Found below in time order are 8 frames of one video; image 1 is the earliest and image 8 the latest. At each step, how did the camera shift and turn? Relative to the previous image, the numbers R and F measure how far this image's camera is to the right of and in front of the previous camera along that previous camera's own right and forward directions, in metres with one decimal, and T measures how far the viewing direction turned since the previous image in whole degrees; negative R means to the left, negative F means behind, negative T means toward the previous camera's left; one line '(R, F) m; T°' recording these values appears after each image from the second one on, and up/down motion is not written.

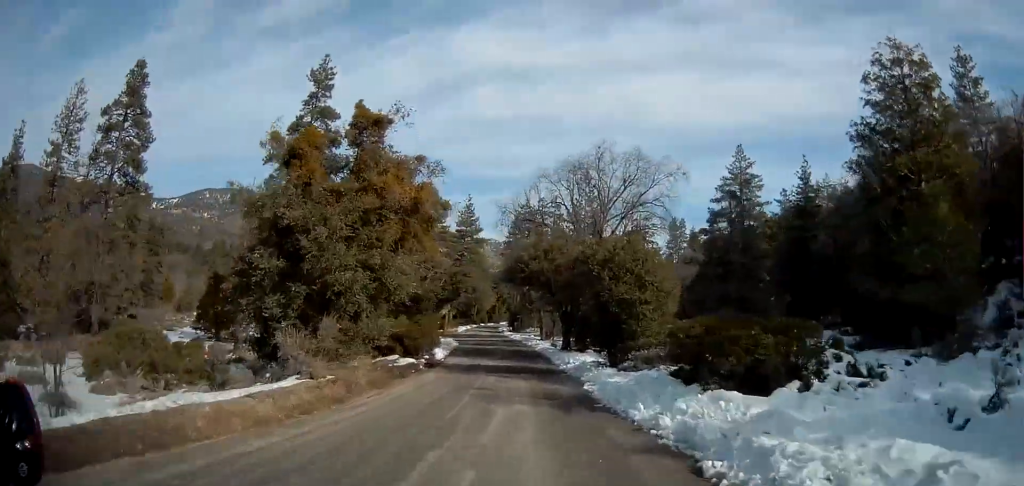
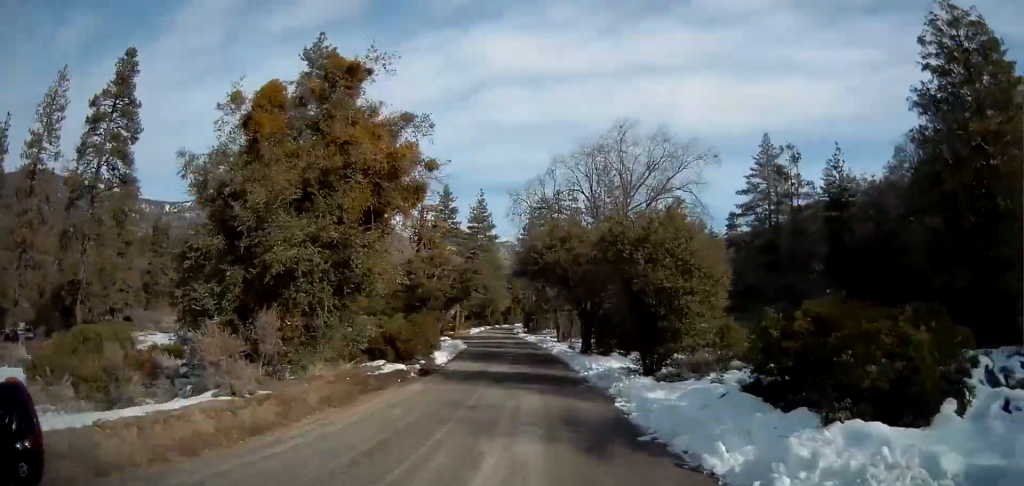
(-0.1, +5.0) m; -1°
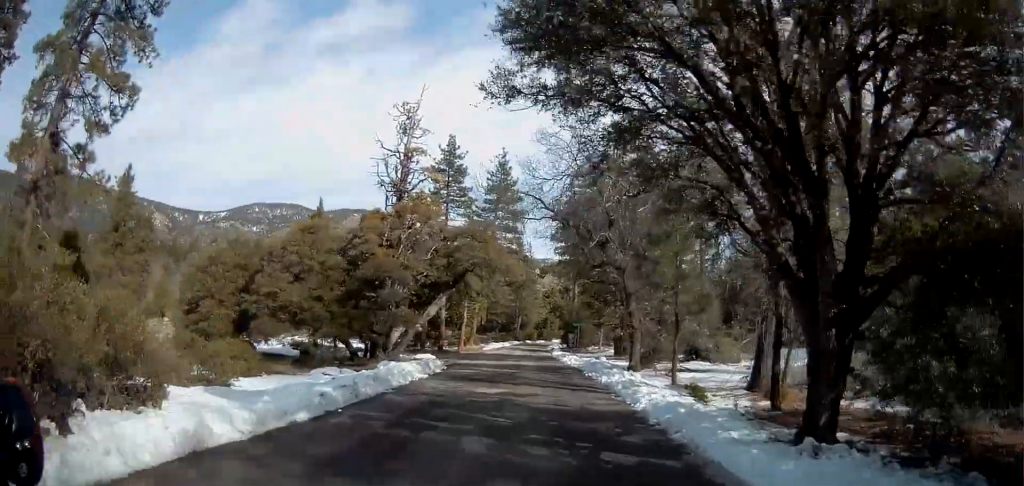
(-1.4, +30.9) m; -4°
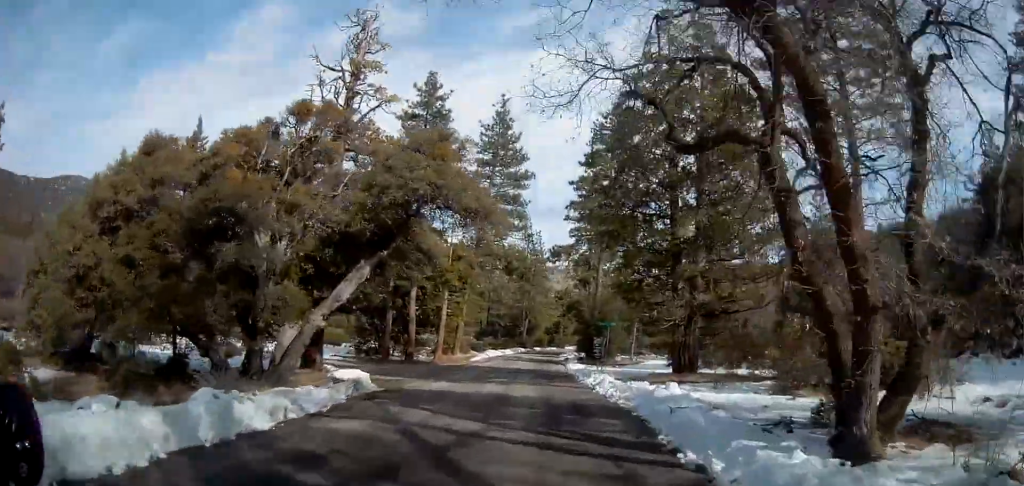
(-0.2, +19.1) m; -2°
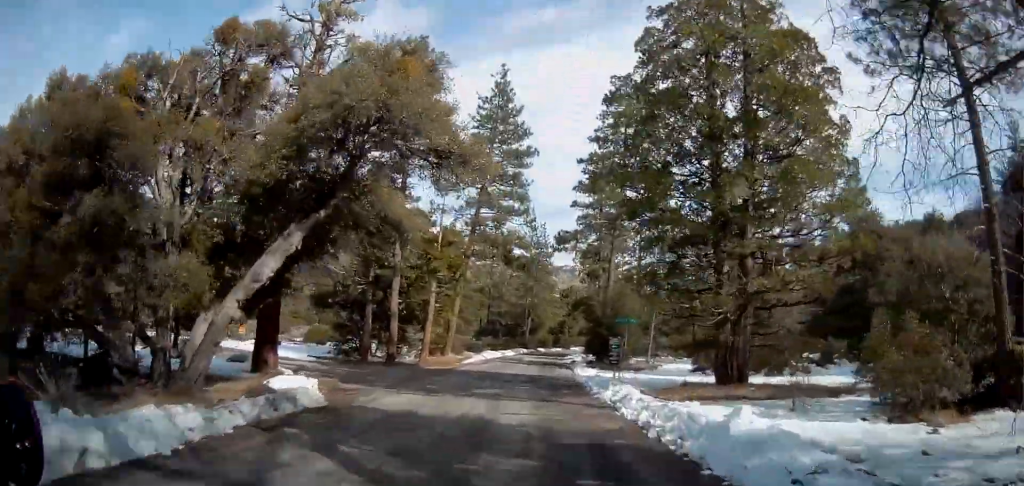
(0.0, +6.8) m; -1°
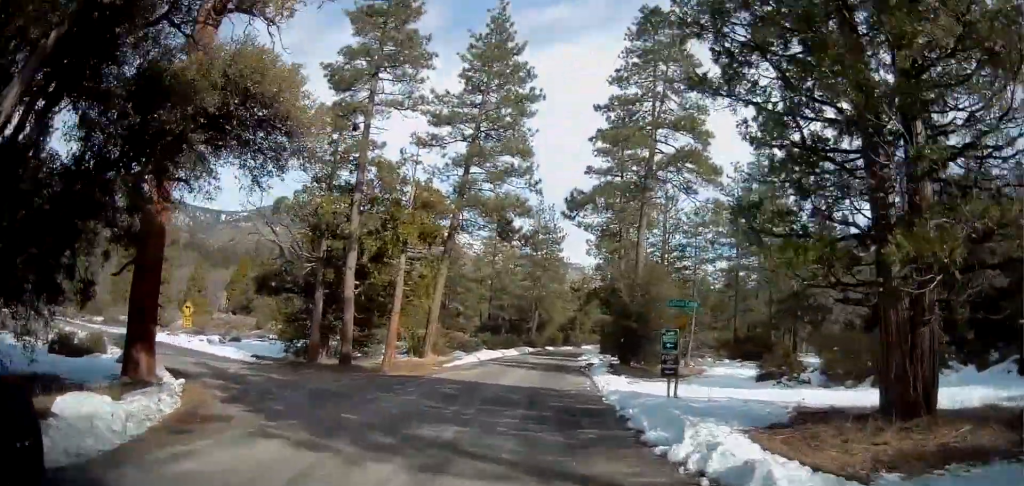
(-0.3, +10.7) m; +1°
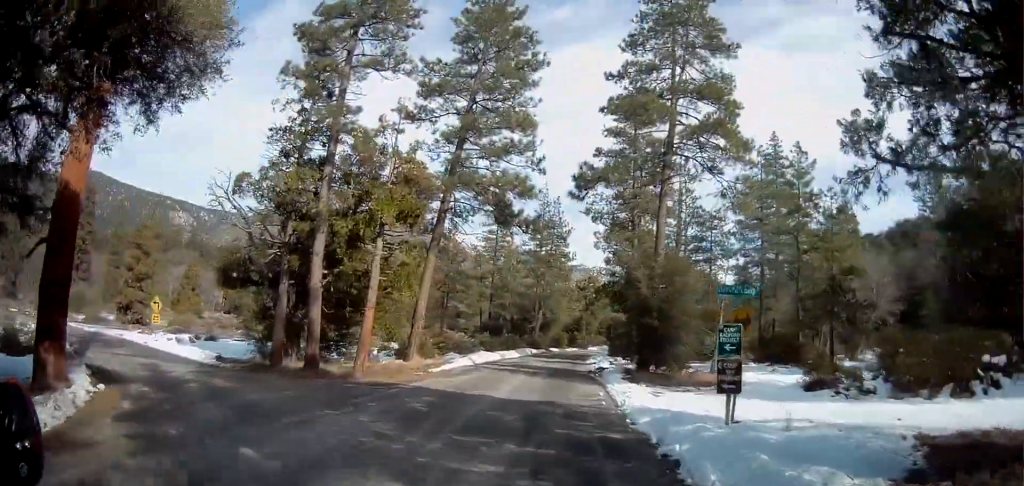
(+0.2, +5.0) m; +1°
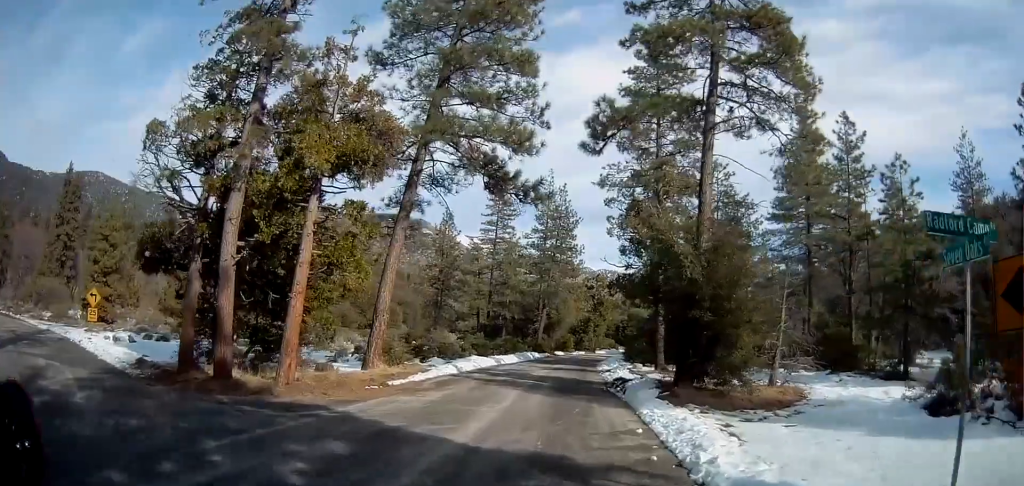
(+0.2, +7.8) m; 0°
